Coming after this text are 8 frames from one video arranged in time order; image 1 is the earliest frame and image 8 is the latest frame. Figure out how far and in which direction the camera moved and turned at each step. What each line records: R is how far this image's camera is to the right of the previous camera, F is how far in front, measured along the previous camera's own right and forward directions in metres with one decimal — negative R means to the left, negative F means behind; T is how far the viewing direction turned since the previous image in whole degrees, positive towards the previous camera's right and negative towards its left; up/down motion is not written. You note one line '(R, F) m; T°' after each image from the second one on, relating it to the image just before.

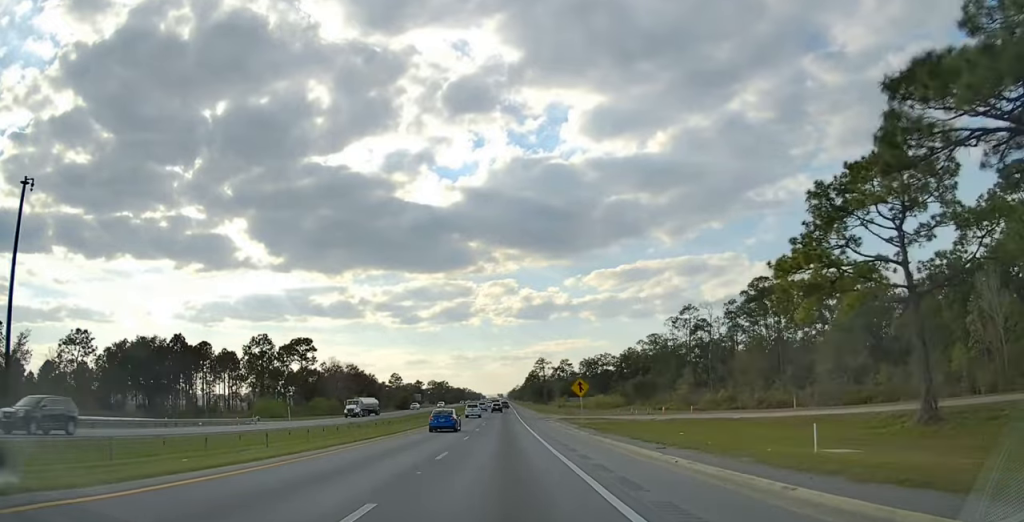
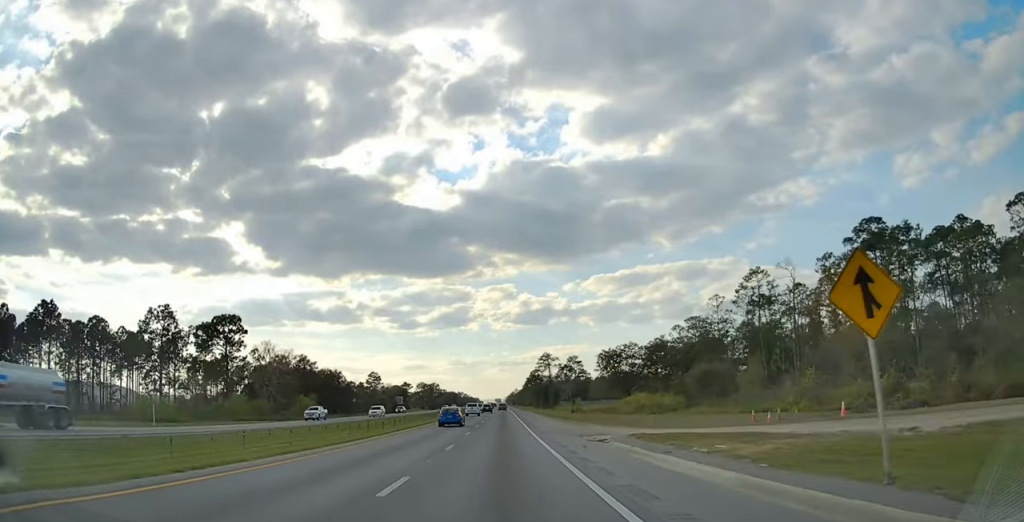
(+0.1, +43.9) m; 0°
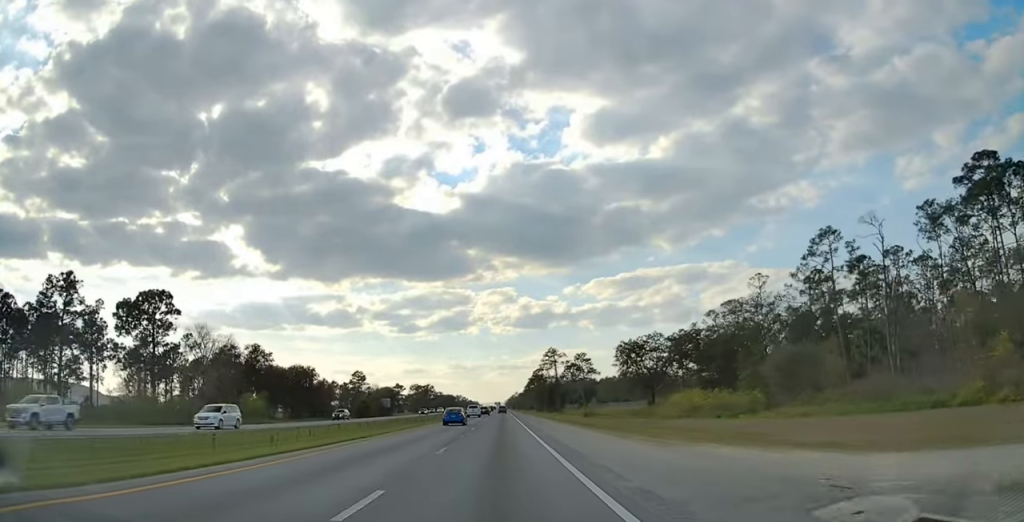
(-0.2, +27.2) m; 0°
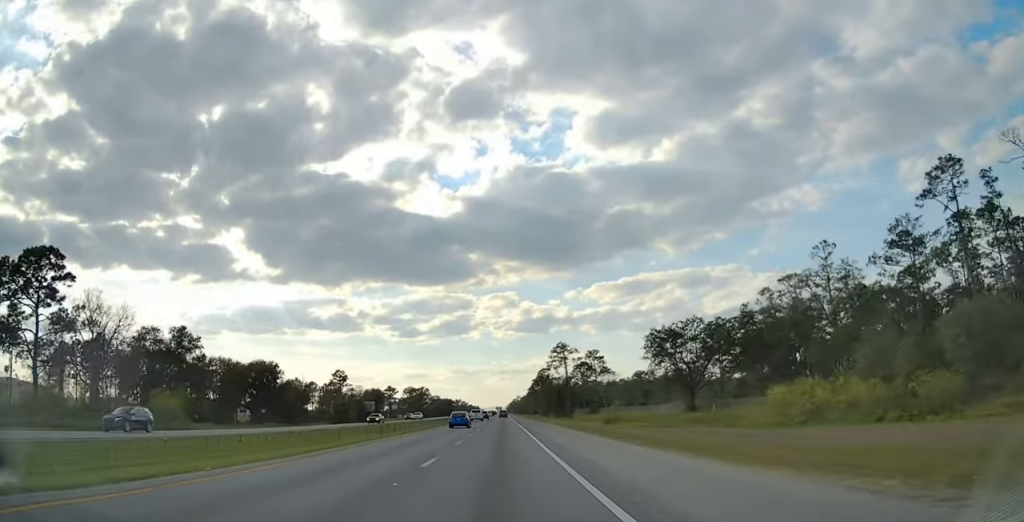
(+0.1, +28.3) m; 0°
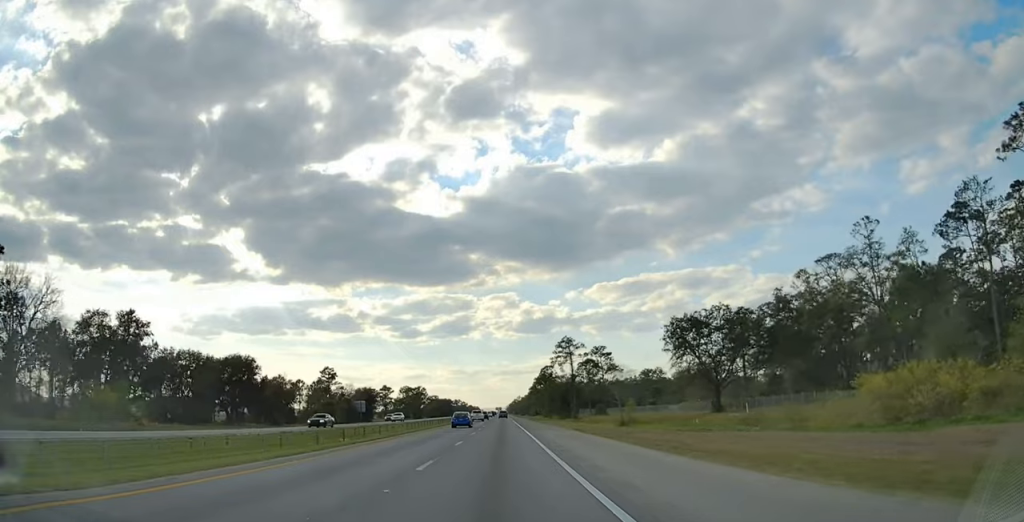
(0.0, +13.5) m; 0°
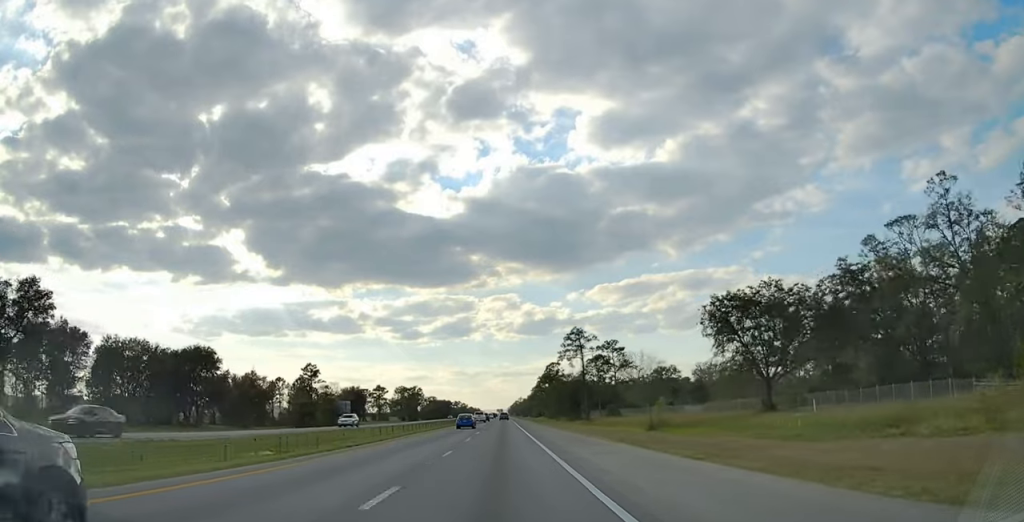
(-0.1, +18.7) m; 0°
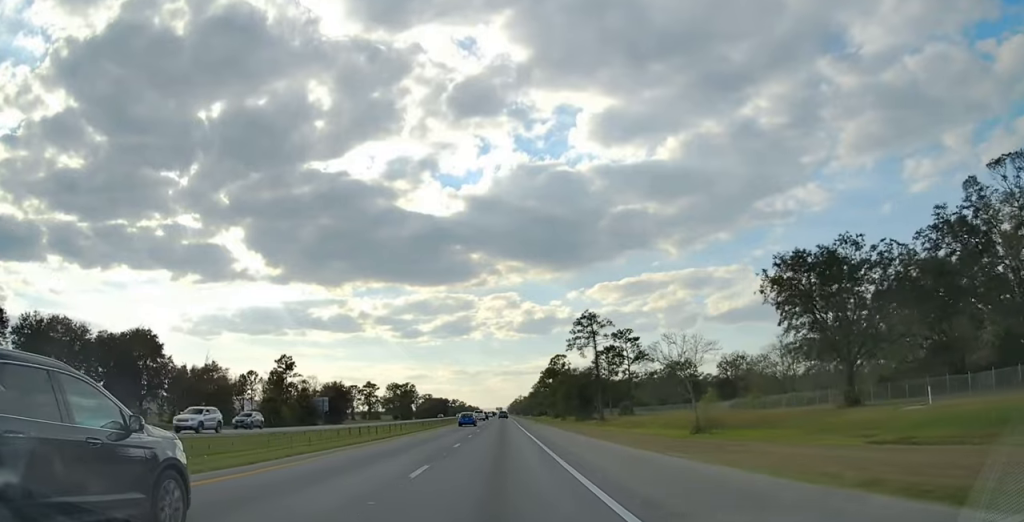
(0.0, +19.7) m; 0°
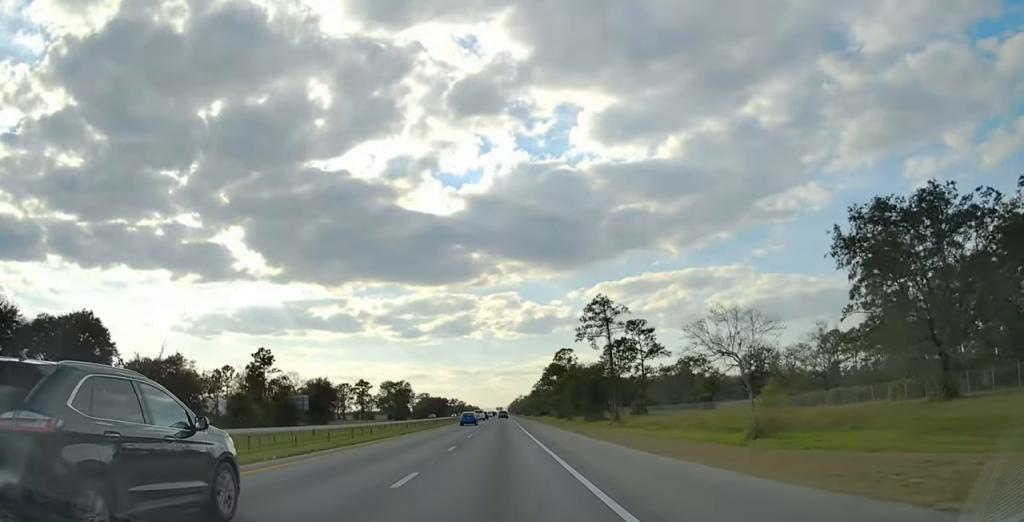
(+0.1, +14.5) m; 0°
